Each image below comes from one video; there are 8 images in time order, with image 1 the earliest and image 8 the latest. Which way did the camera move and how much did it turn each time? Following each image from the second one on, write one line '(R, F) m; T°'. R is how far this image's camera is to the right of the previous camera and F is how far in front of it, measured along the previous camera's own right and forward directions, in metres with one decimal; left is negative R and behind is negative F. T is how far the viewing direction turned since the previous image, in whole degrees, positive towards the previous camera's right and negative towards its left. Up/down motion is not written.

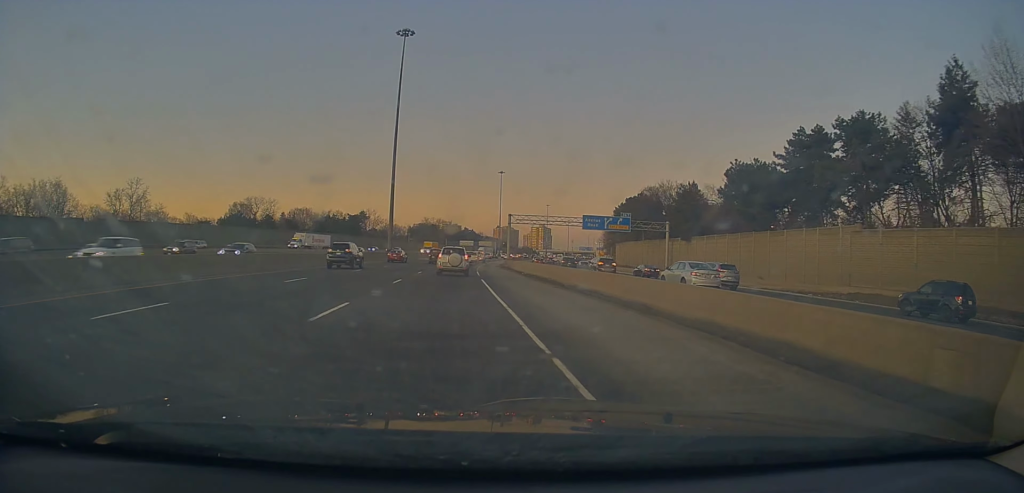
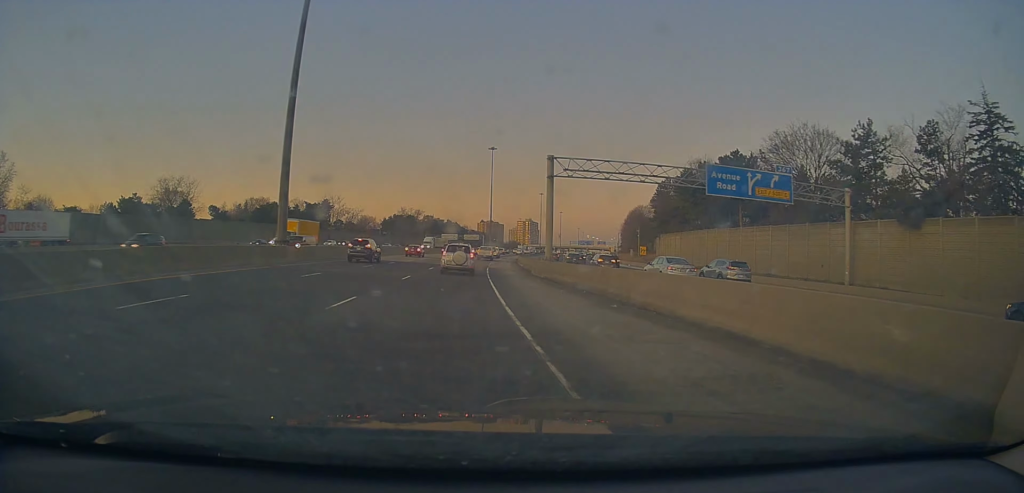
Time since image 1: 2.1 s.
(+1.5, +47.3) m; +2°
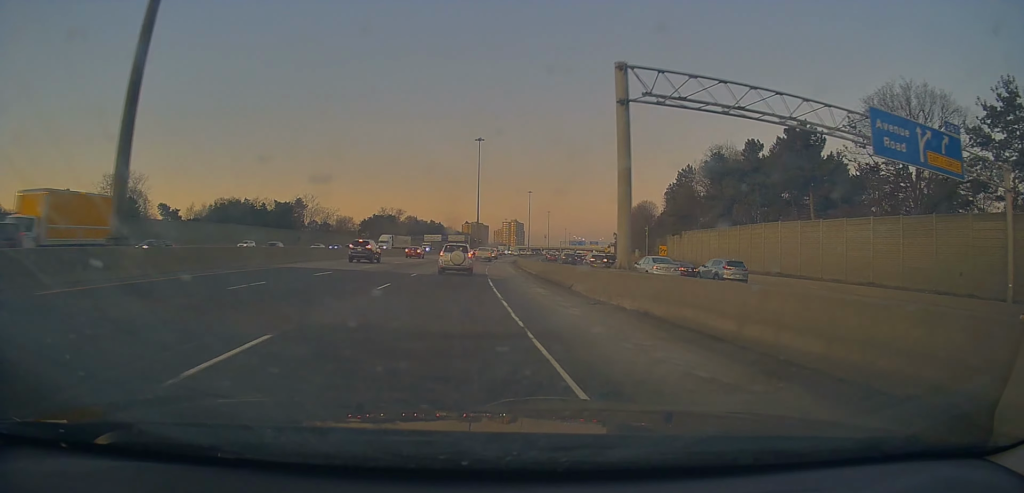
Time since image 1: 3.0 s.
(-0.4, +18.8) m; +1°
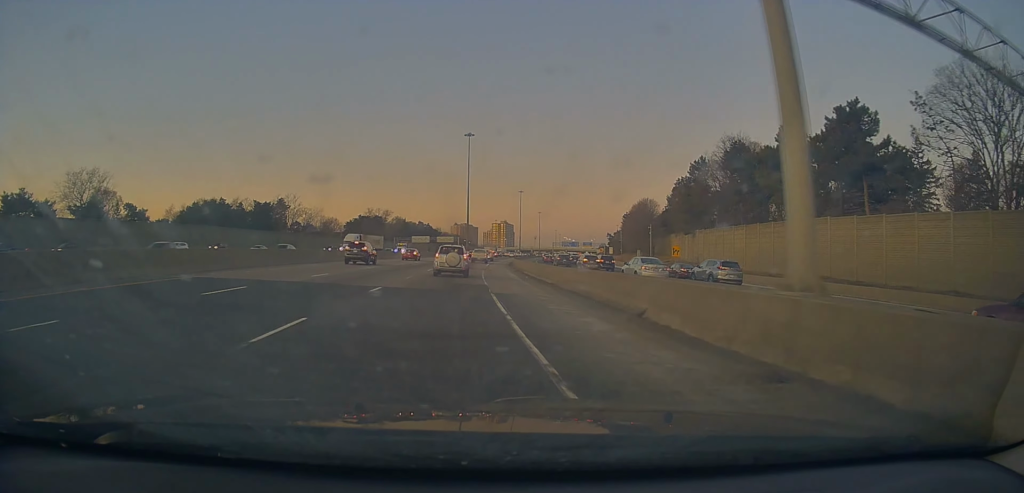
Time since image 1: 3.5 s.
(0.0, +10.1) m; +1°
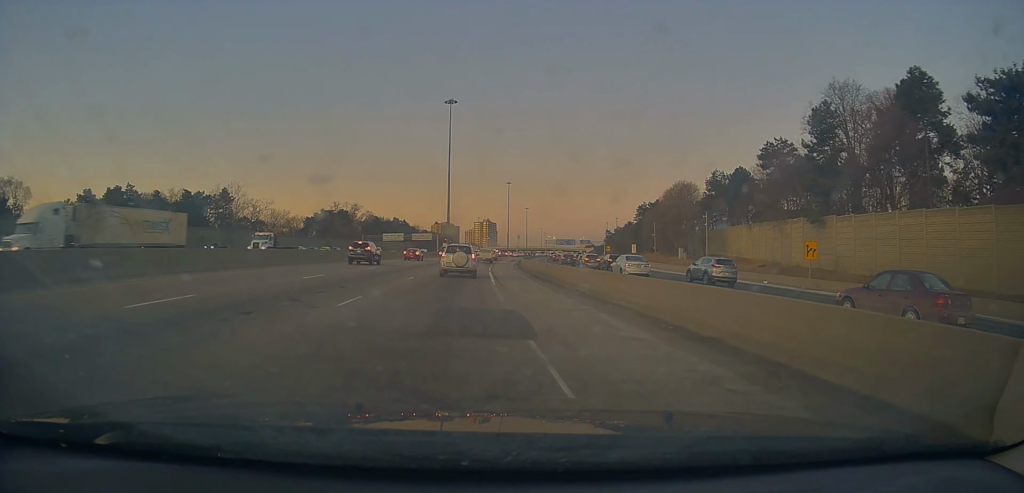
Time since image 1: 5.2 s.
(+1.3, +37.8) m; +4°
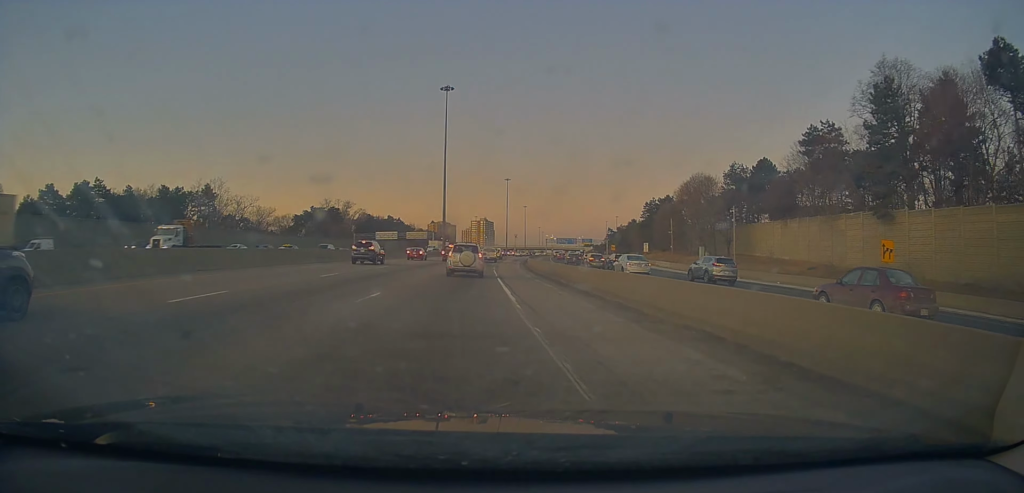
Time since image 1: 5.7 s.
(+0.3, +10.6) m; 0°
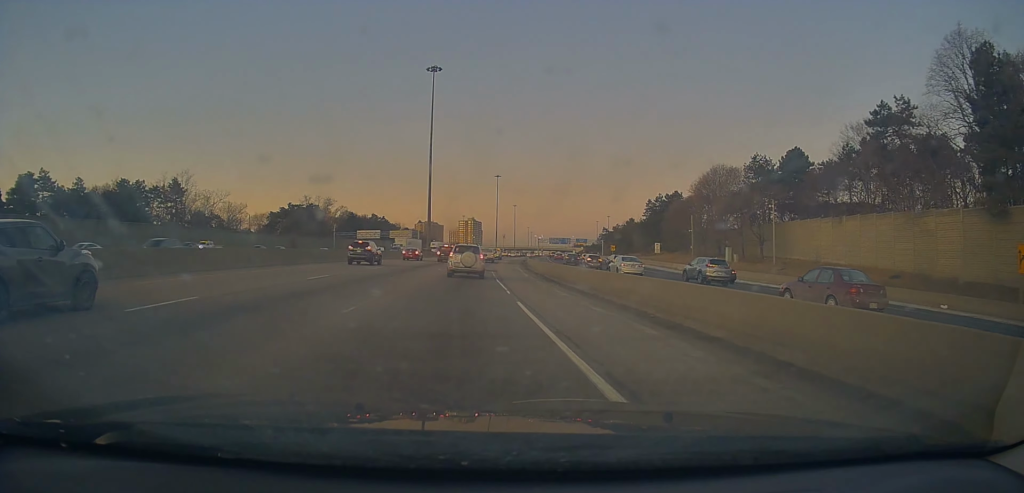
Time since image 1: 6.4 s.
(+0.2, +14.0) m; +1°
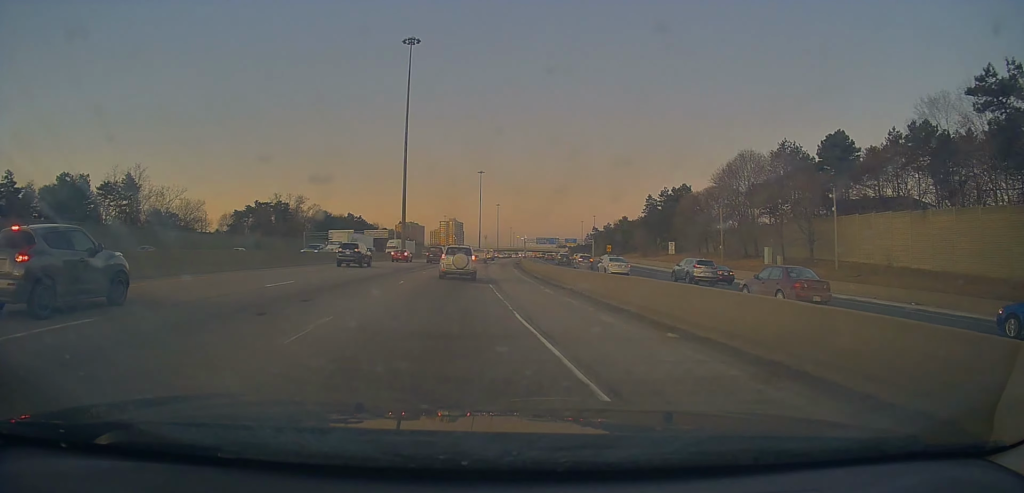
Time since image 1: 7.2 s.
(-0.3, +15.9) m; +1°
